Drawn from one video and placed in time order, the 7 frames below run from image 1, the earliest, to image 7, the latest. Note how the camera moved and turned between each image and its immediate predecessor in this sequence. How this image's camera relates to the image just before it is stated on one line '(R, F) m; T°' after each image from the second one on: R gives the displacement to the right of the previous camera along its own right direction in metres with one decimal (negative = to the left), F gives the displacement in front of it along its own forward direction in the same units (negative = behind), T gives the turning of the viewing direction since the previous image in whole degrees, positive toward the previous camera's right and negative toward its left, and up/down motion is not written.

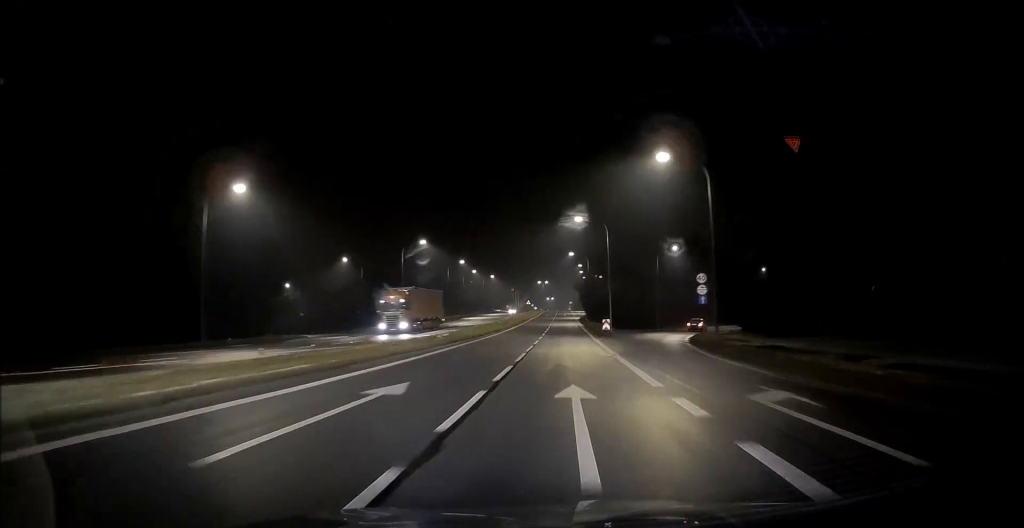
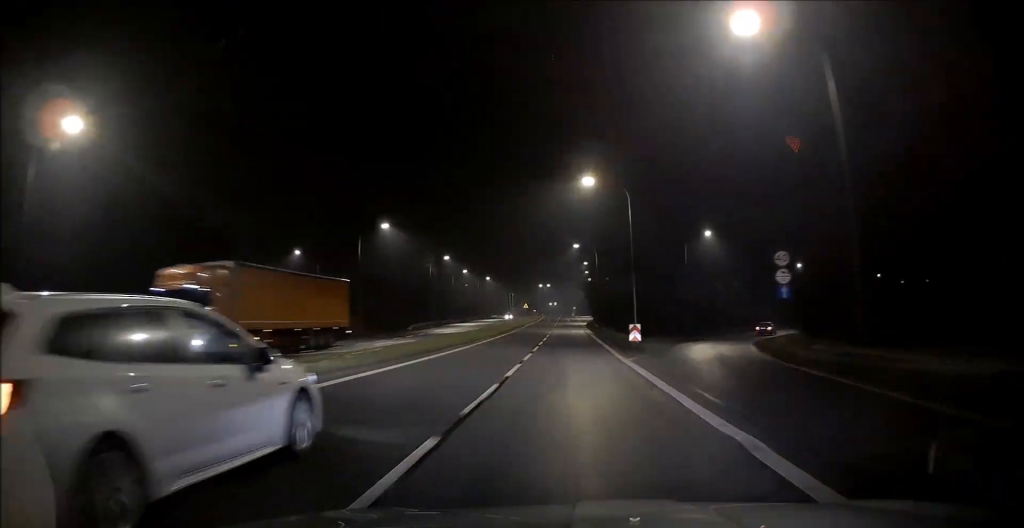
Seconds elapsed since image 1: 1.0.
(0.0, +15.9) m; -1°
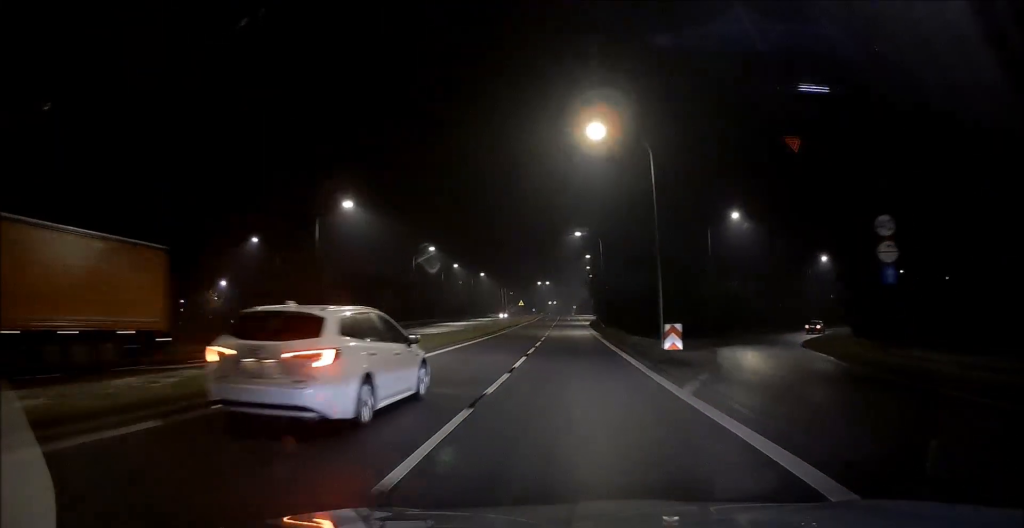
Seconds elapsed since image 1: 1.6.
(-0.1, +9.6) m; 0°
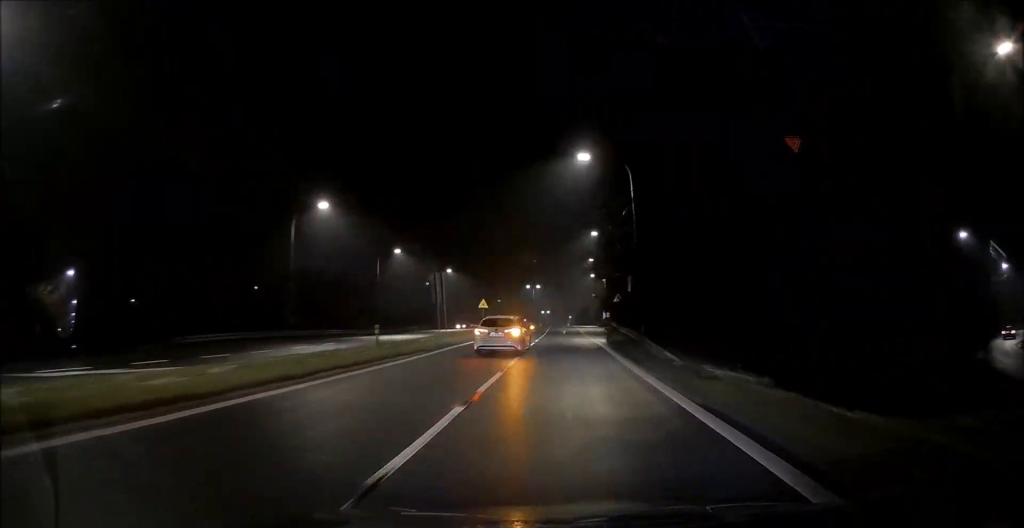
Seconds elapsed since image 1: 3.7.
(-0.3, +34.3) m; 0°
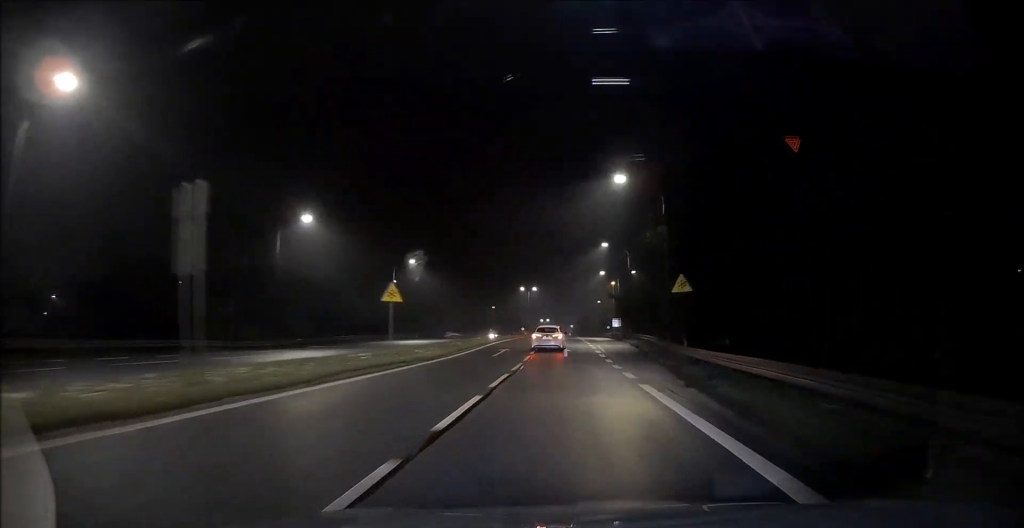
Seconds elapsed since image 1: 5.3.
(+0.3, +26.7) m; 0°
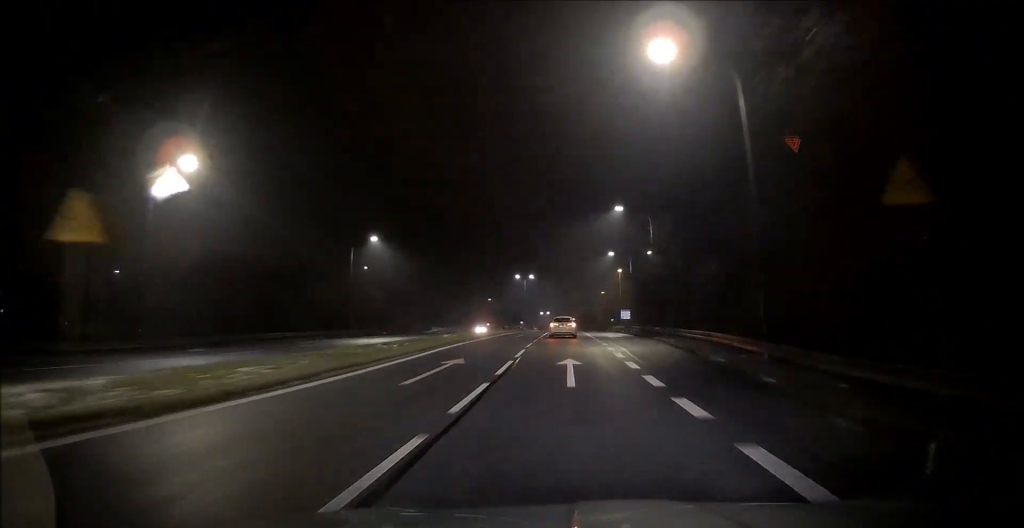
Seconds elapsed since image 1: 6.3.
(-0.2, +16.3) m; 0°
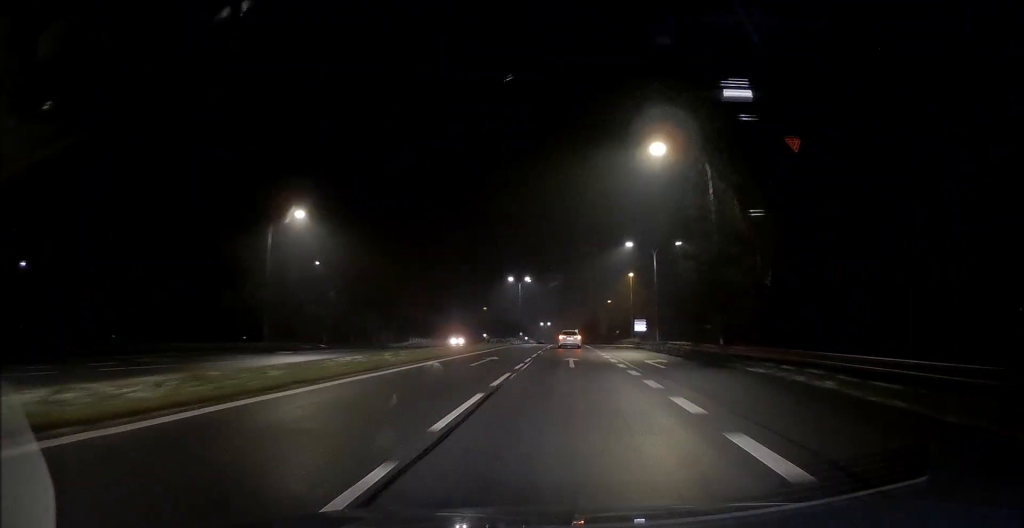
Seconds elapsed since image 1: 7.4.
(+0.2, +19.2) m; 0°
